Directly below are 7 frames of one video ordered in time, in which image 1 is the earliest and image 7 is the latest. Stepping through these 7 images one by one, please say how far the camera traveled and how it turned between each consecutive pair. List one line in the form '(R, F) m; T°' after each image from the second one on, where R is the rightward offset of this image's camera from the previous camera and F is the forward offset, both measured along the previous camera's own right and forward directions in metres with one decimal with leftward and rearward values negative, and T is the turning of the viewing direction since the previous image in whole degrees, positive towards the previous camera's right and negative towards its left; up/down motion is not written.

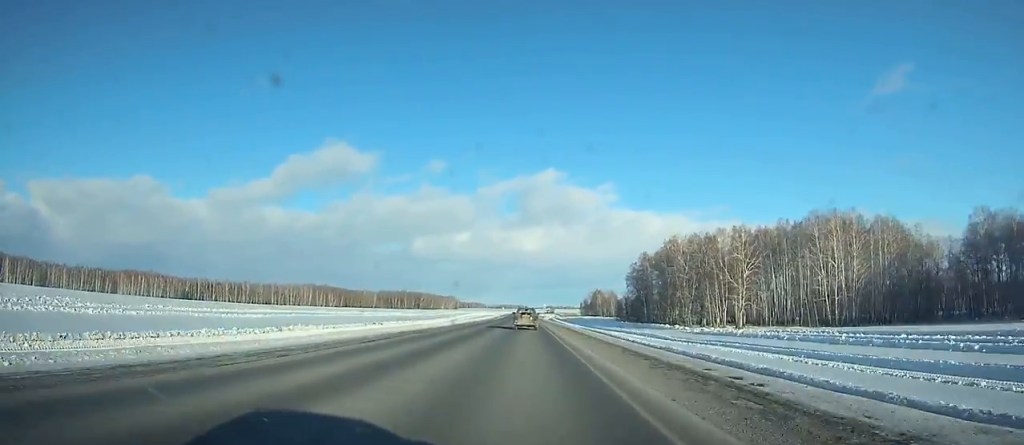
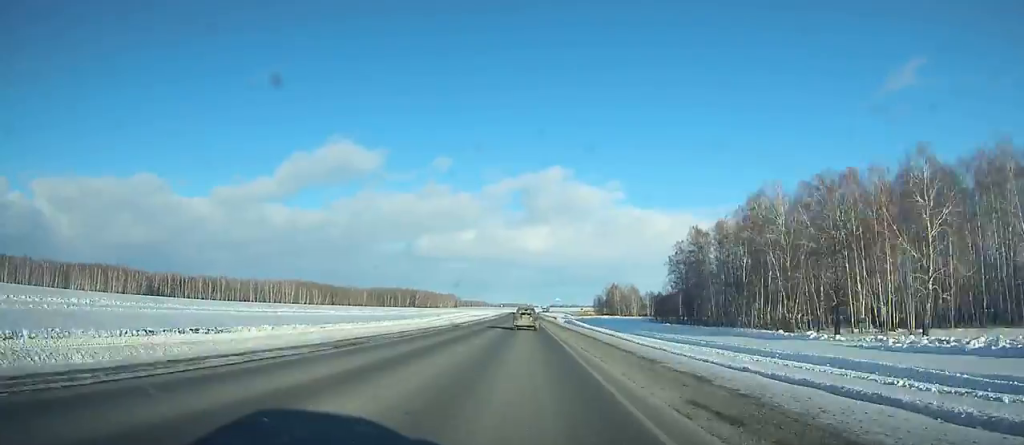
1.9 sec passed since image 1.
(-0.2, +58.3) m; 0°
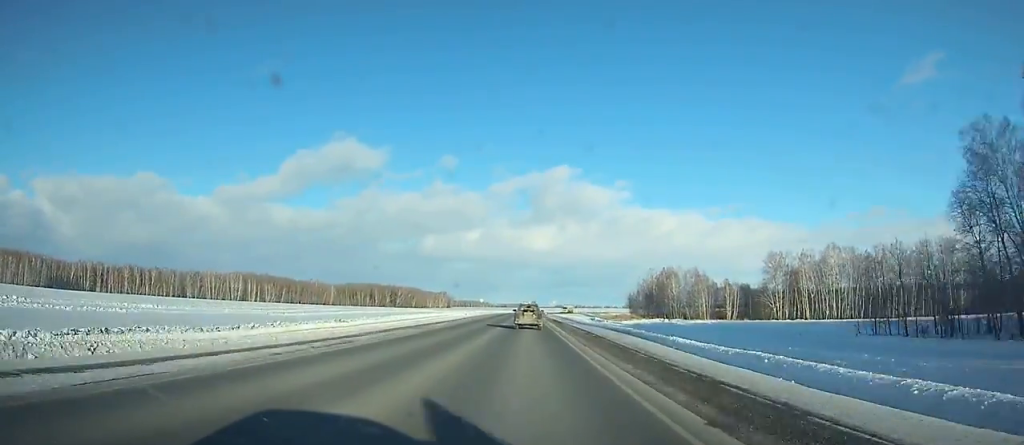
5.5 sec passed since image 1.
(-0.5, +109.2) m; 0°
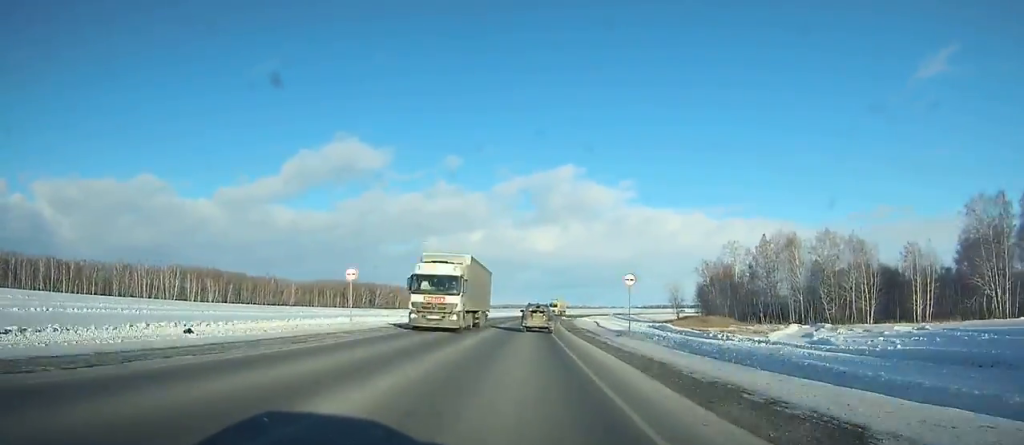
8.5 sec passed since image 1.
(+0.2, +88.6) m; +1°
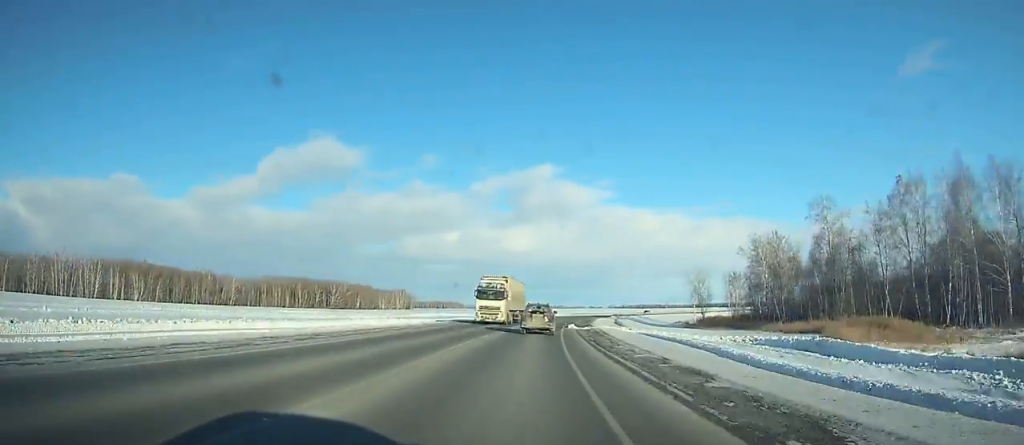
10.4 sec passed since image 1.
(+0.1, +54.4) m; +2°
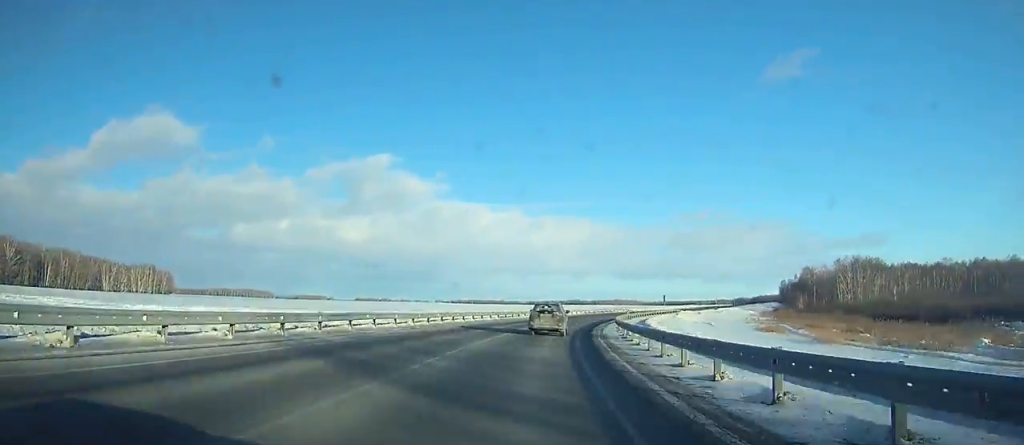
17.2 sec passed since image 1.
(+20.2, +183.4) m; +16°
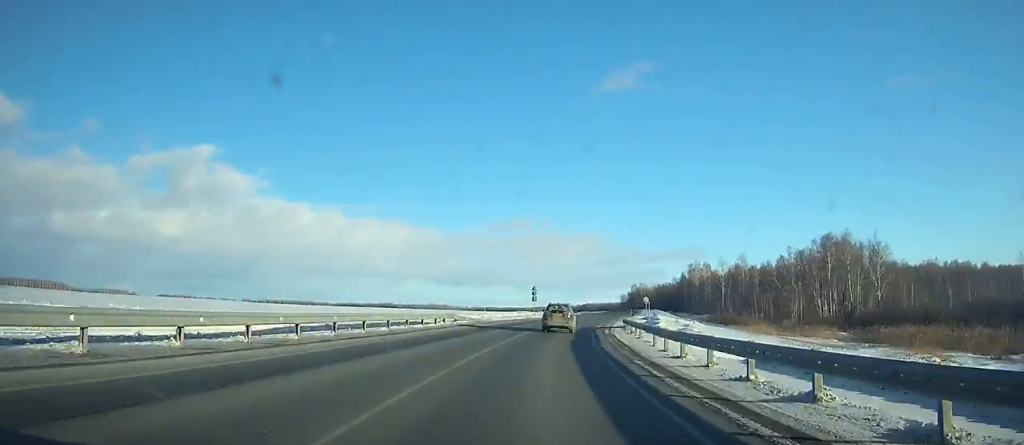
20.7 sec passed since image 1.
(+11.9, +89.6) m; +15°
